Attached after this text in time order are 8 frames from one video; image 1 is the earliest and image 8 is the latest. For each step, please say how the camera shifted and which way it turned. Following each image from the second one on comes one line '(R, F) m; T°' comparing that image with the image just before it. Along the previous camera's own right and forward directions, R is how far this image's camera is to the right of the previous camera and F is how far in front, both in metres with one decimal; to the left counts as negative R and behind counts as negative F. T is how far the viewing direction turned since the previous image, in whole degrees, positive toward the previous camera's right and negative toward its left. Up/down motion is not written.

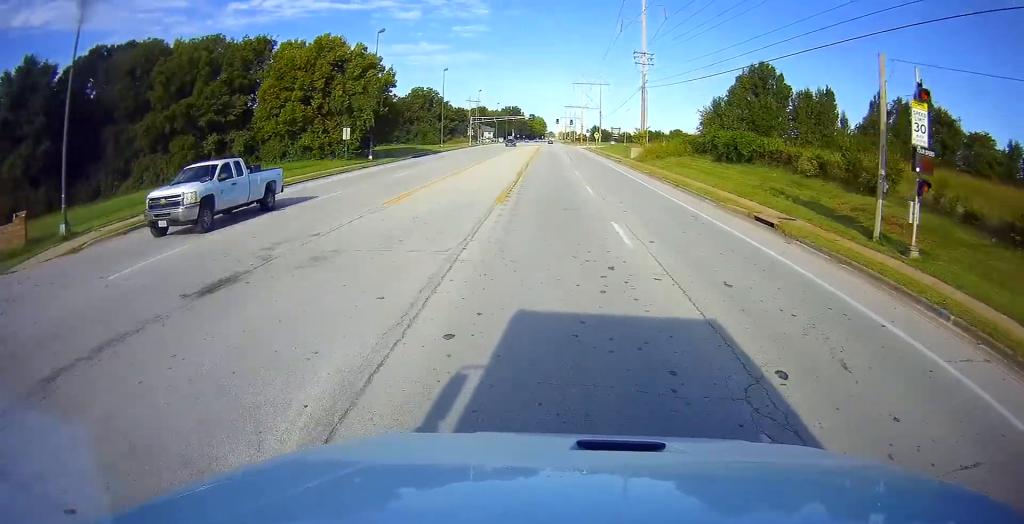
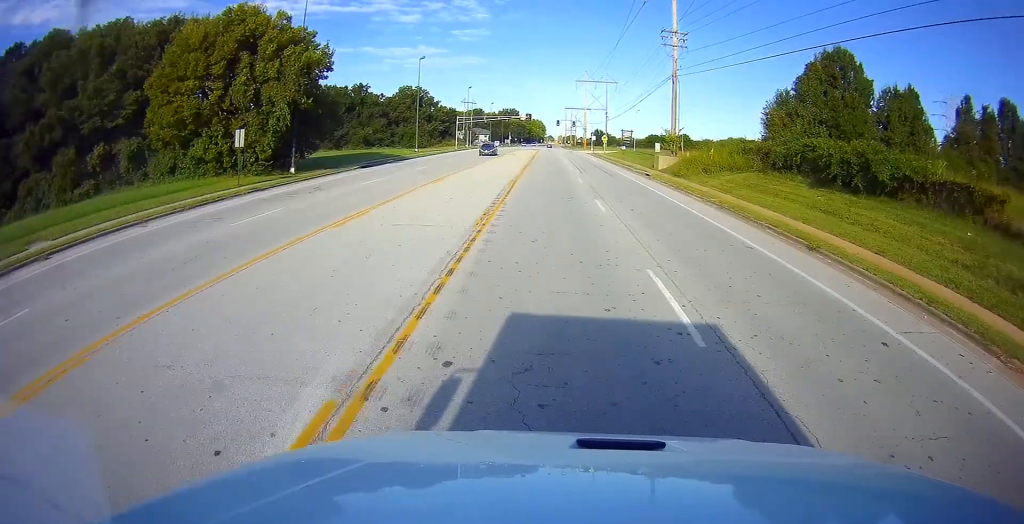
(0.0, +17.2) m; 0°
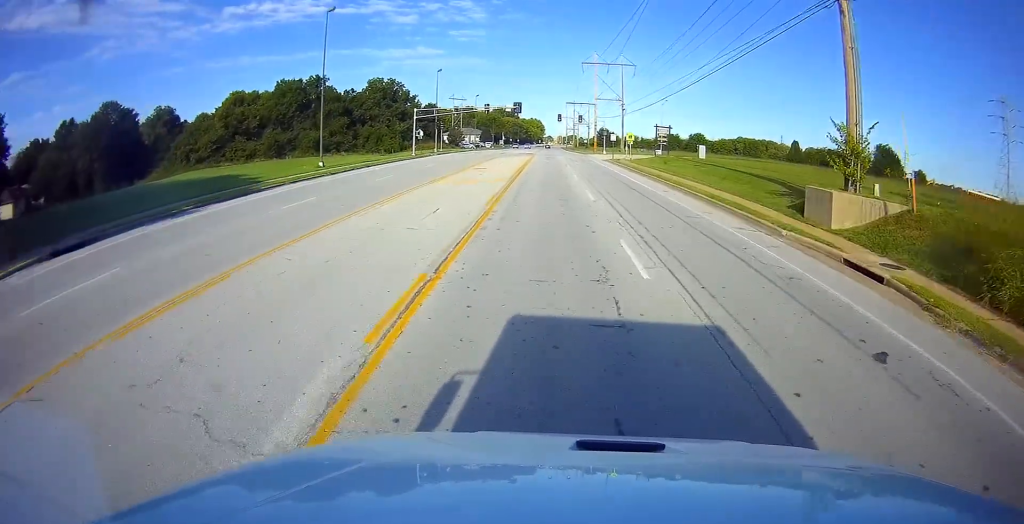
(0.0, +31.9) m; 0°
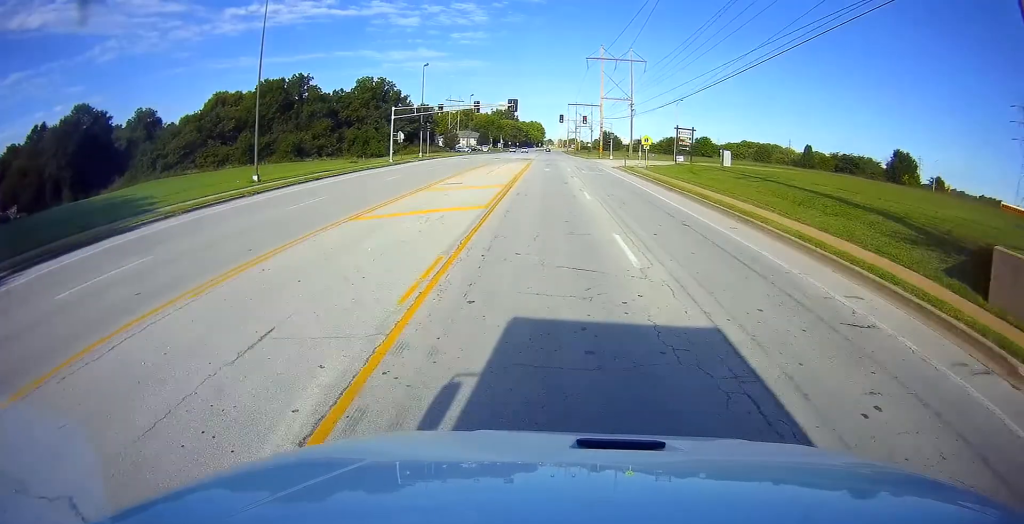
(0.0, +10.7) m; -1°
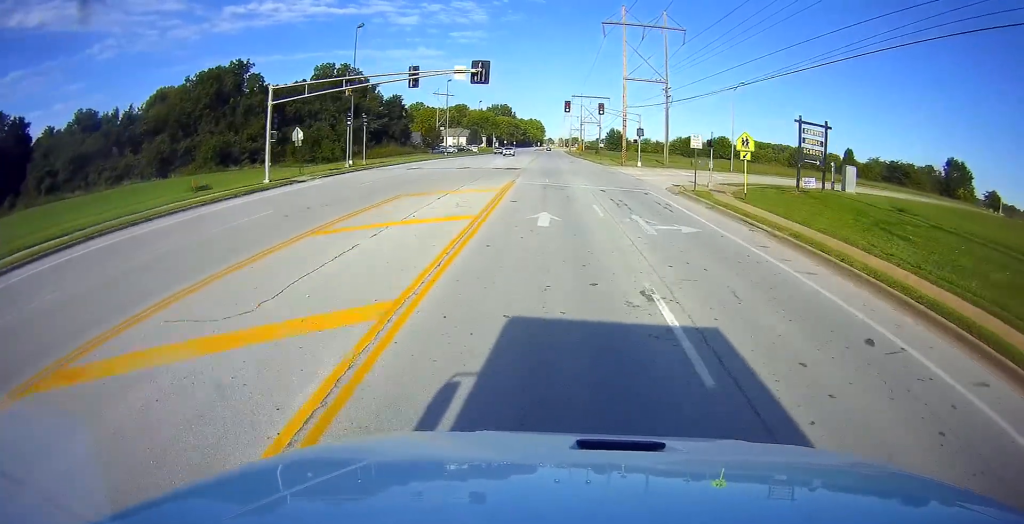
(0.0, +28.4) m; +1°
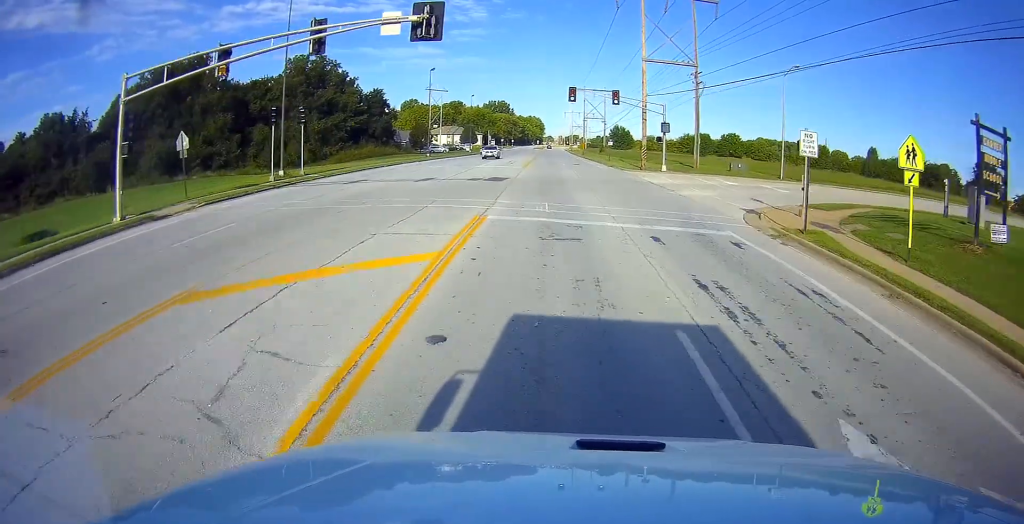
(+0.1, +13.8) m; 0°
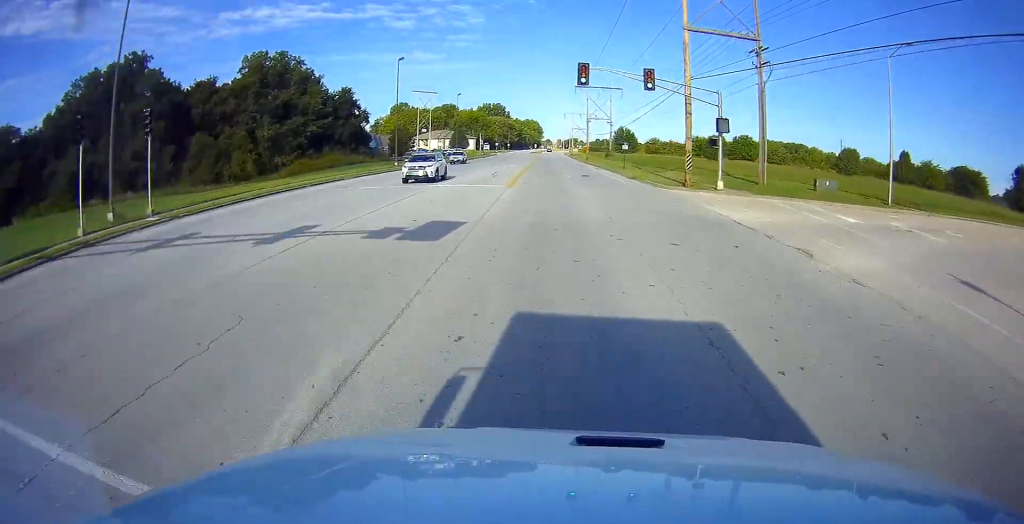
(0.0, +16.8) m; 0°
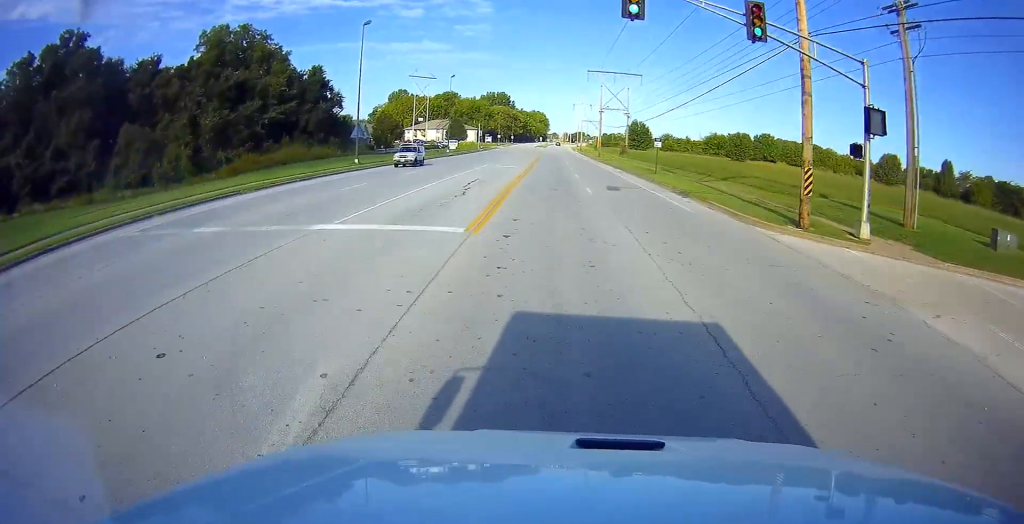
(0.0, +15.7) m; 0°
